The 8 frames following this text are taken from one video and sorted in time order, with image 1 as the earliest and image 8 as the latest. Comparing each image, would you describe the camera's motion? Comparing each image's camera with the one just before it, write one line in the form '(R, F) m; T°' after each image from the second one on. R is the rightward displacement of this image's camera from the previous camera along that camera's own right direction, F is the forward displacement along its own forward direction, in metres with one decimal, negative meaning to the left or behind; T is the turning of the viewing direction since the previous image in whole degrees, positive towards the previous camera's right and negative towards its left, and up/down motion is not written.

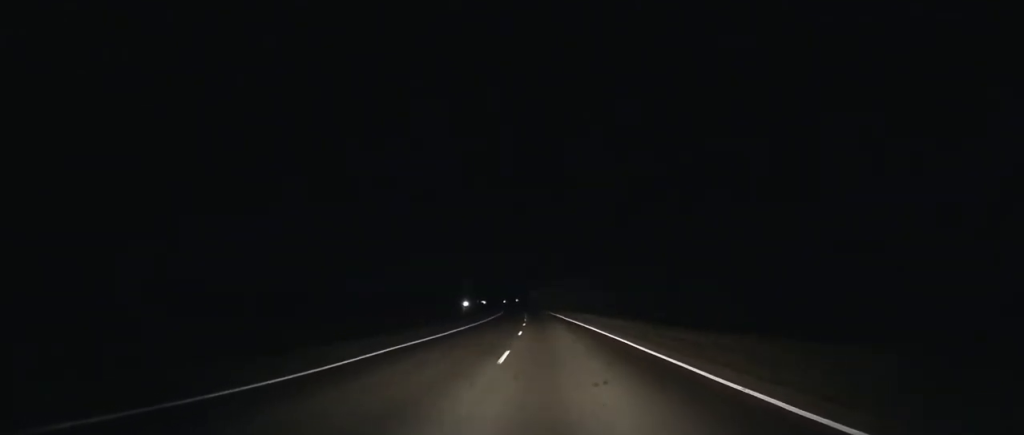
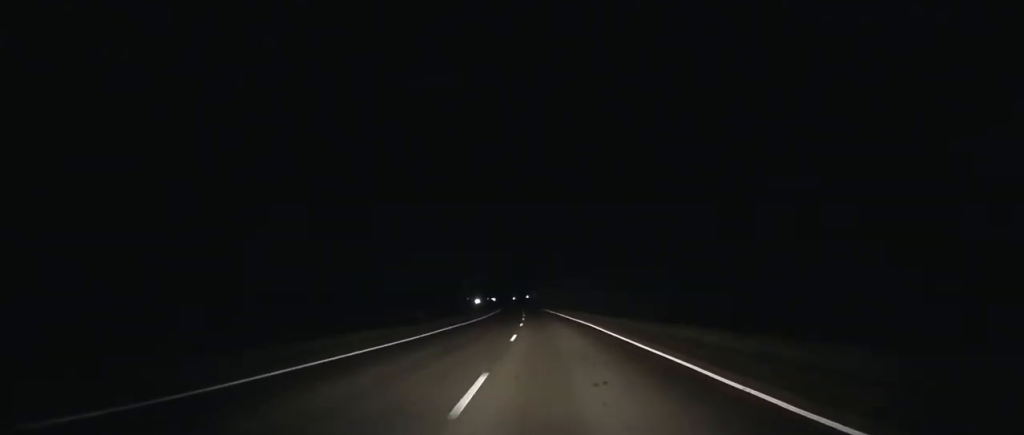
(-1.1, +52.3) m; -1°
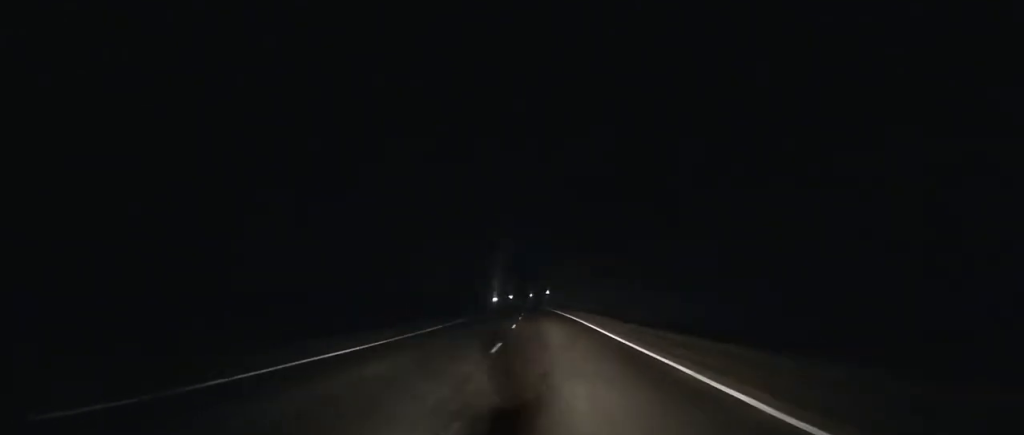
(-0.9, +64.5) m; -2°
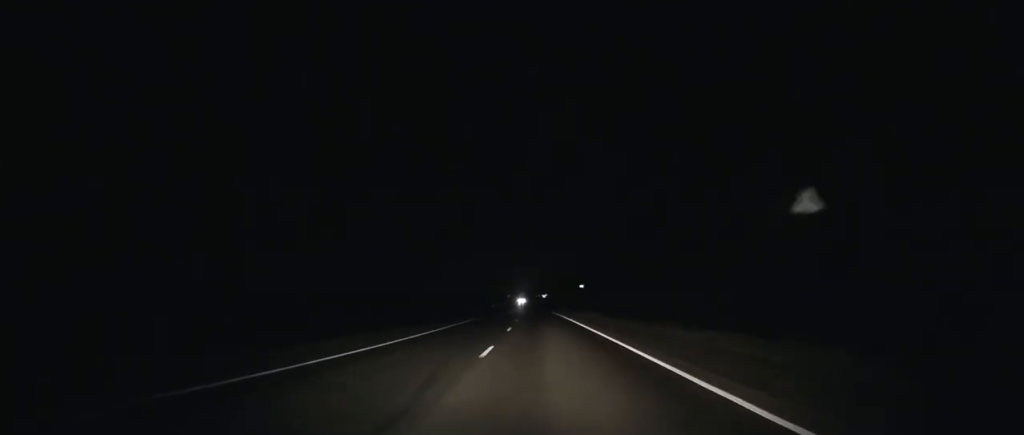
(-4.7, +148.2) m; -4°
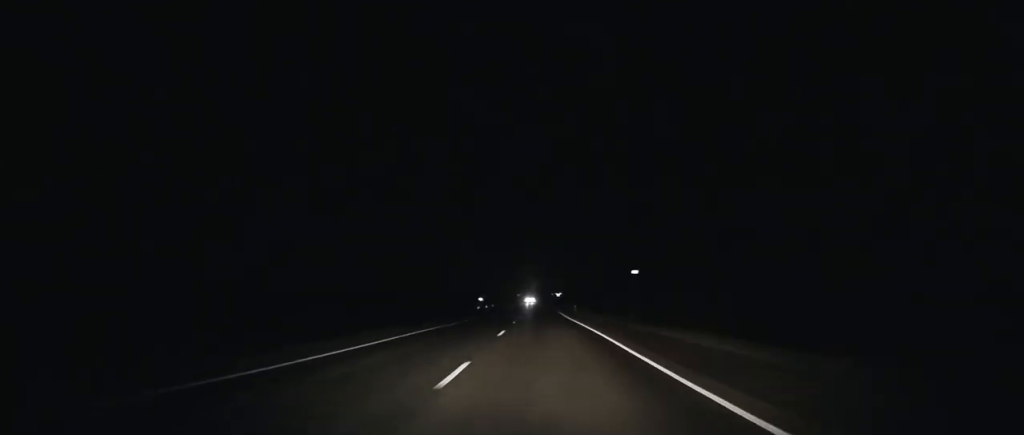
(-0.8, +40.9) m; -1°
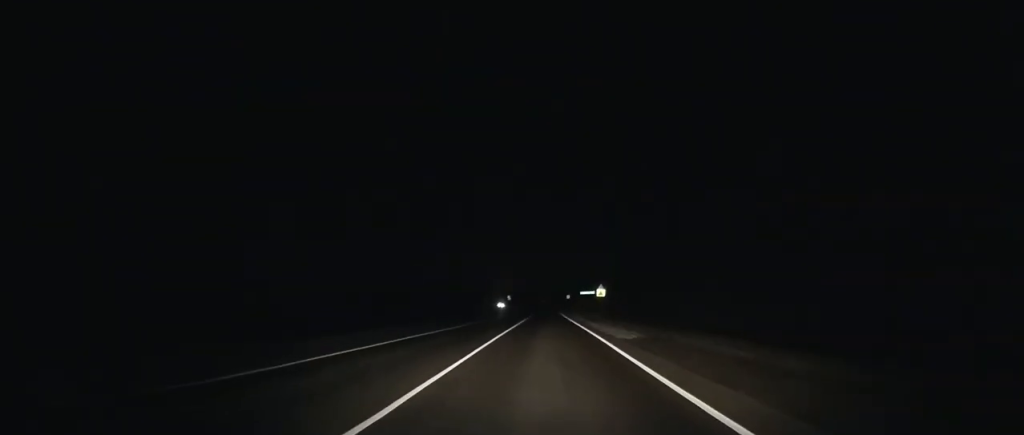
(-2.9, +161.2) m; -2°
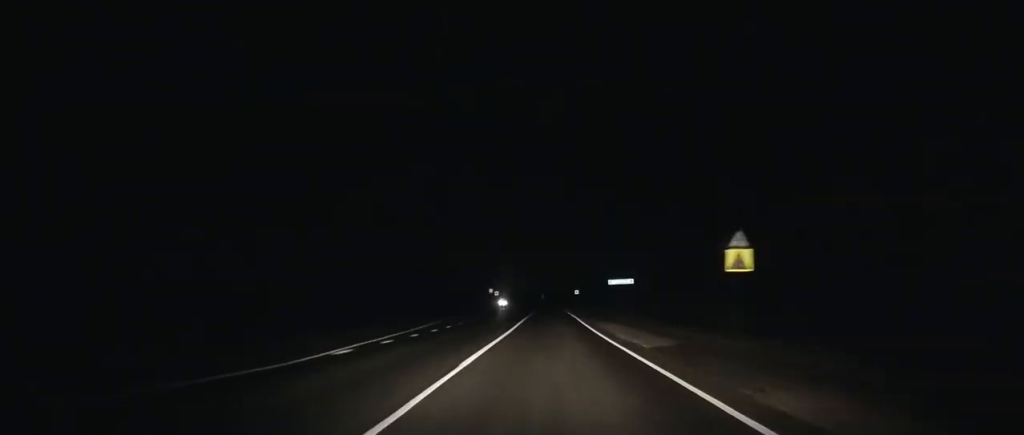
(-0.1, +55.8) m; 0°
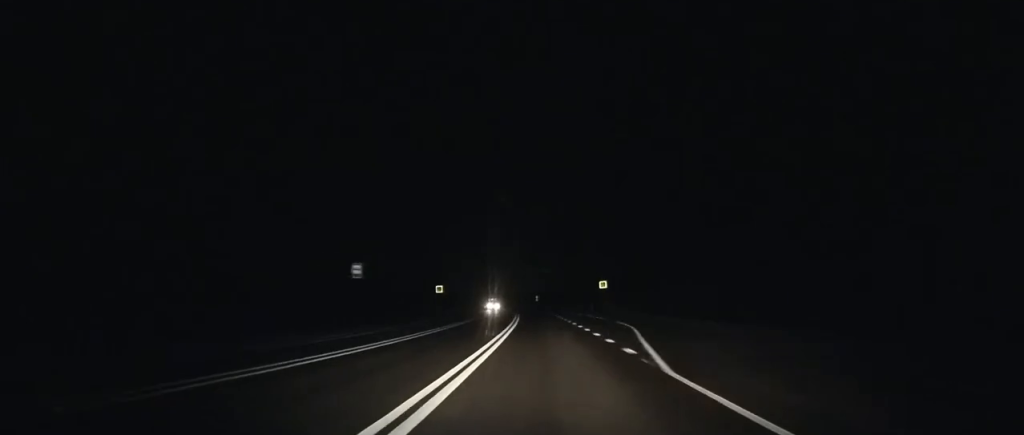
(+0.2, +84.7) m; 0°
